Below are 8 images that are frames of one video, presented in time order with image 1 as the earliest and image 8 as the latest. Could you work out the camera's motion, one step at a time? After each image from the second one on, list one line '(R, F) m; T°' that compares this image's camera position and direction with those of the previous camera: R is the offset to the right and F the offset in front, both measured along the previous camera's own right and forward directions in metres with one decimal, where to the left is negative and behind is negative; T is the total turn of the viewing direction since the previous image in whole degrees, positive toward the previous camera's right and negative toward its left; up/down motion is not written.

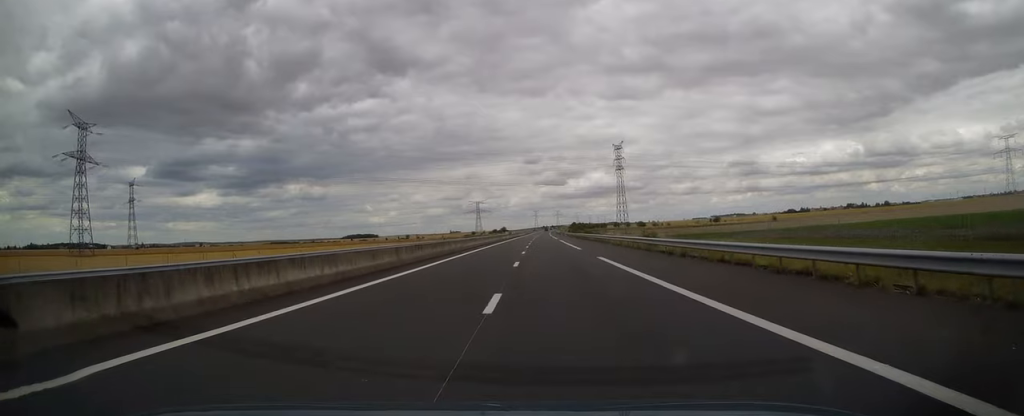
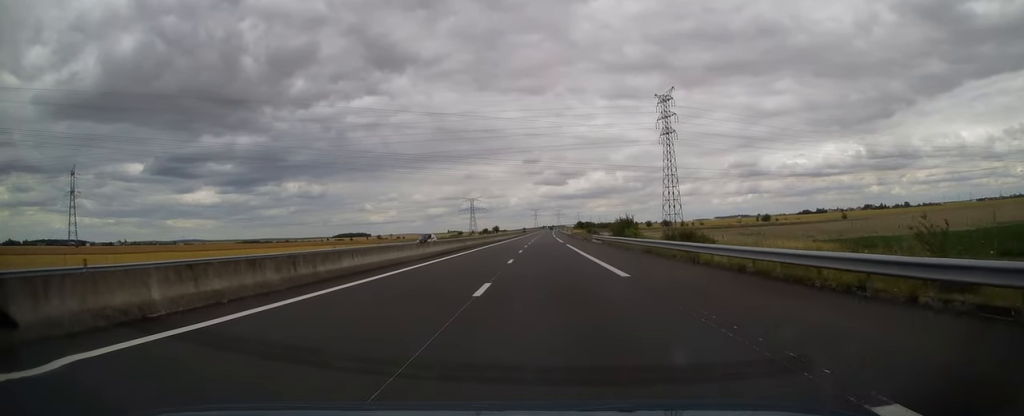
(-0.8, +74.8) m; 0°
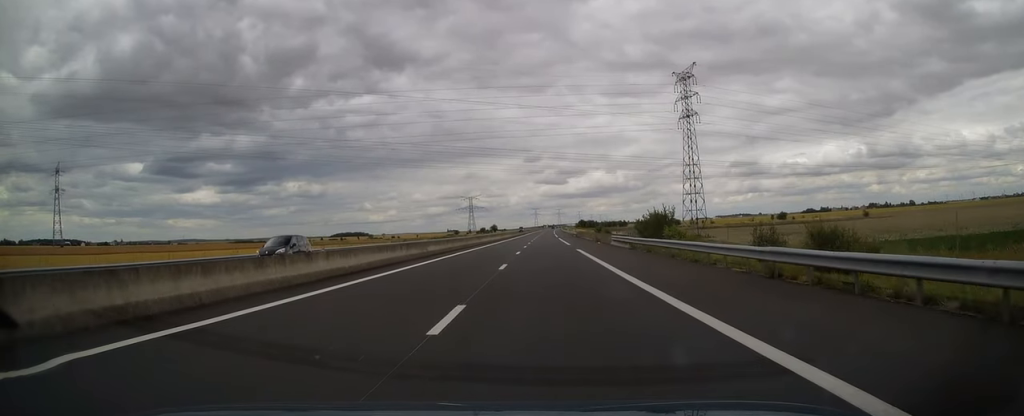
(0.0, +17.6) m; 0°
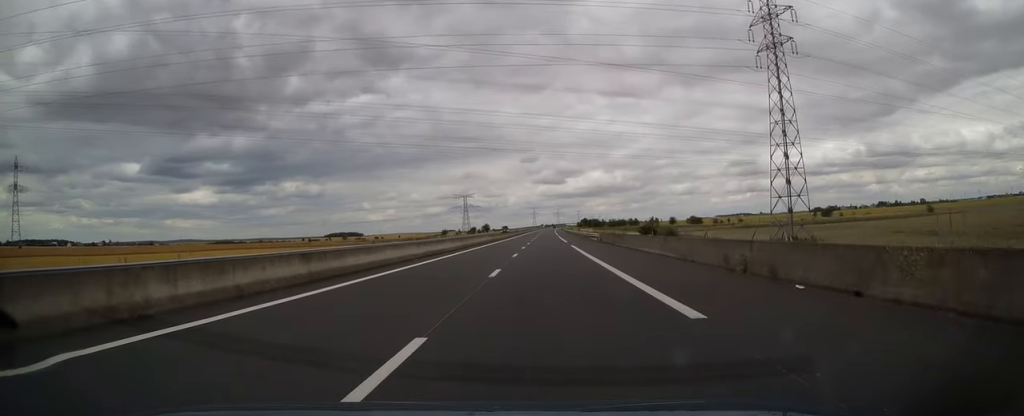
(0.0, +42.0) m; 0°
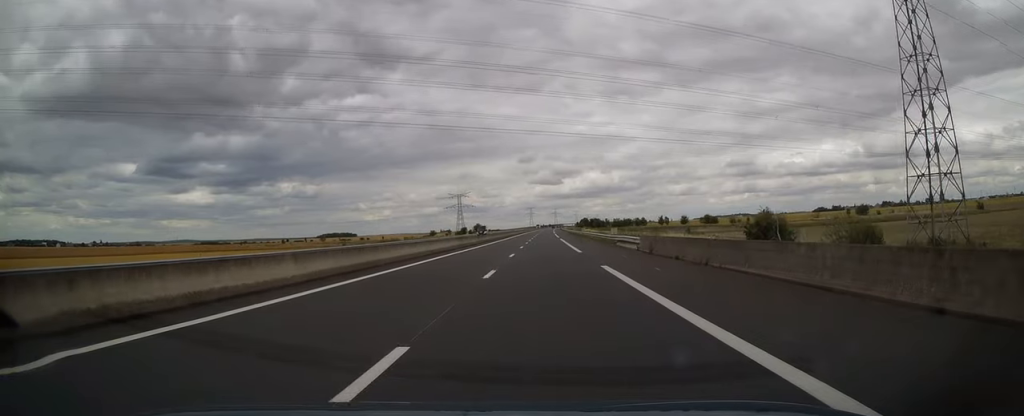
(0.0, +26.4) m; 0°
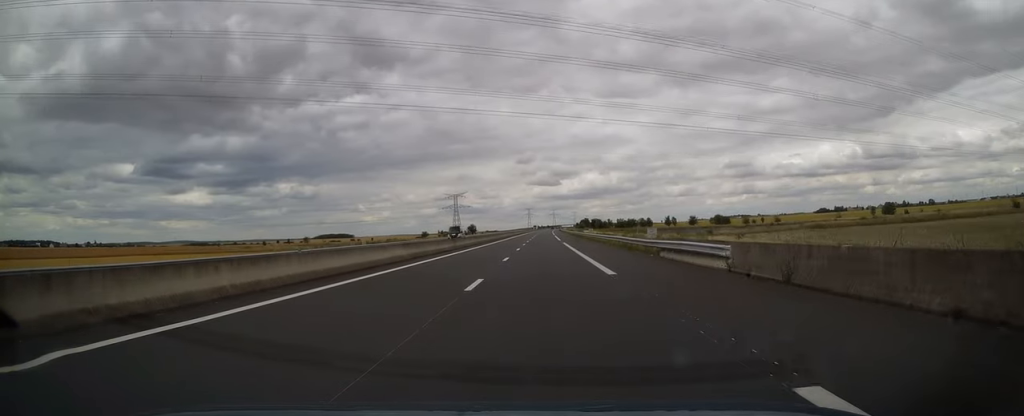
(-0.1, +16.1) m; 0°
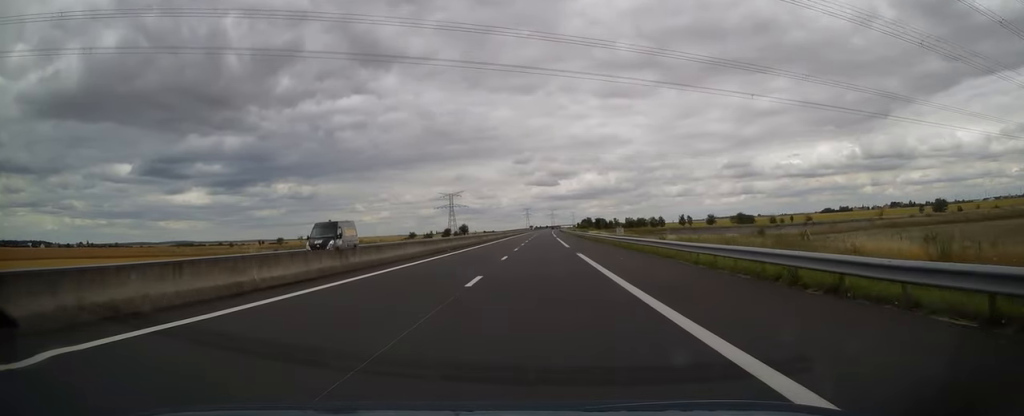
(+0.4, +24.9) m; 0°
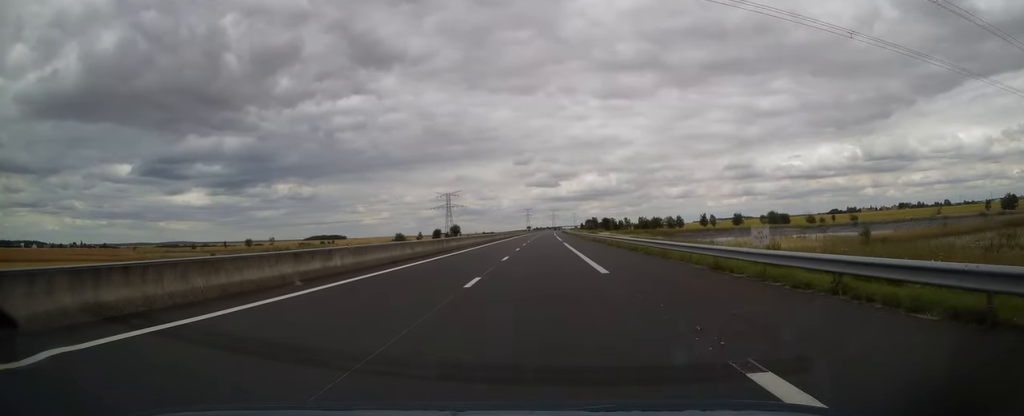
(-0.3, +26.0) m; -1°
